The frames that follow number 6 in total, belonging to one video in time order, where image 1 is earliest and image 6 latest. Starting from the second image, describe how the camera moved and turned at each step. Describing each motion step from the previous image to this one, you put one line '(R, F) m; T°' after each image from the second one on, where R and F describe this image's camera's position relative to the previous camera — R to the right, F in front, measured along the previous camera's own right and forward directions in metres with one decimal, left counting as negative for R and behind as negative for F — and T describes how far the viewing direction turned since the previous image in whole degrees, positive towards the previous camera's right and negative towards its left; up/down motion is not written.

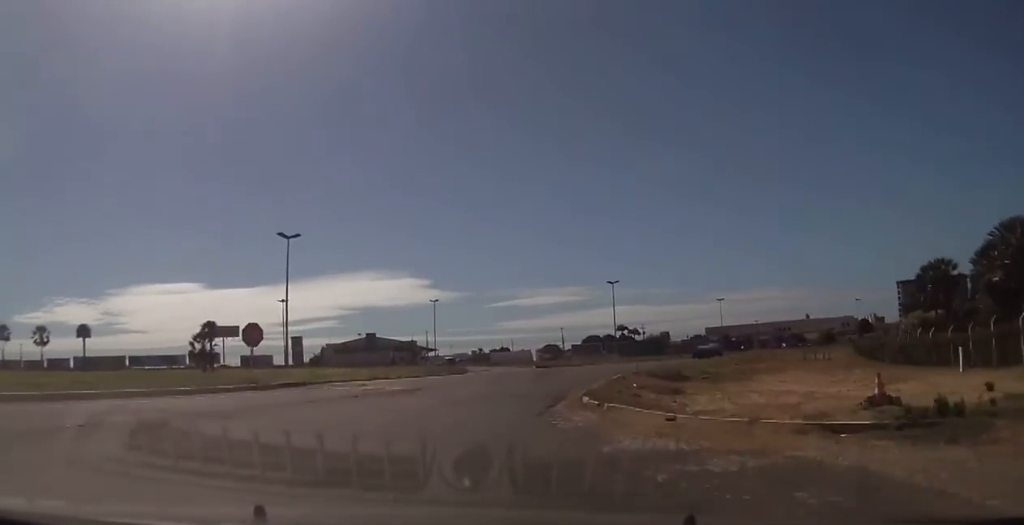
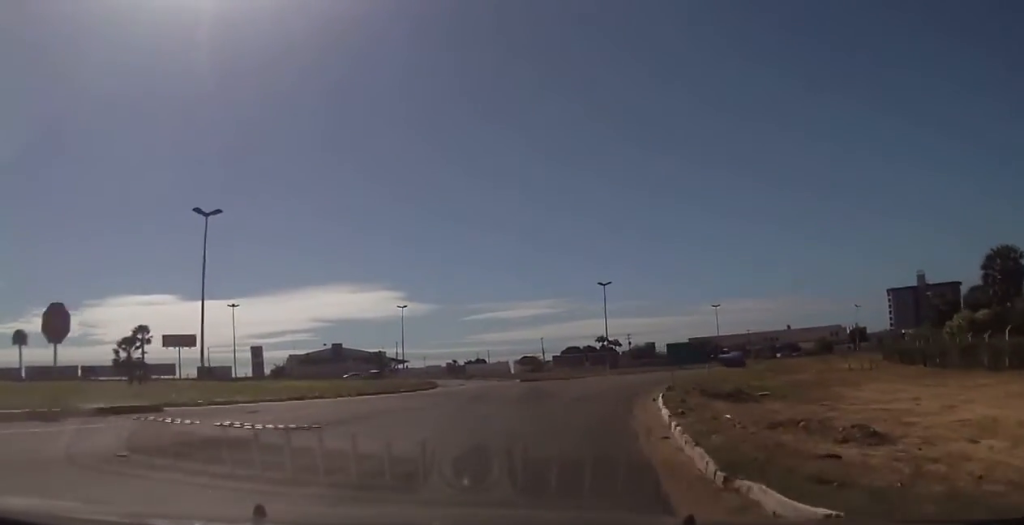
(+0.1, +11.6) m; +1°
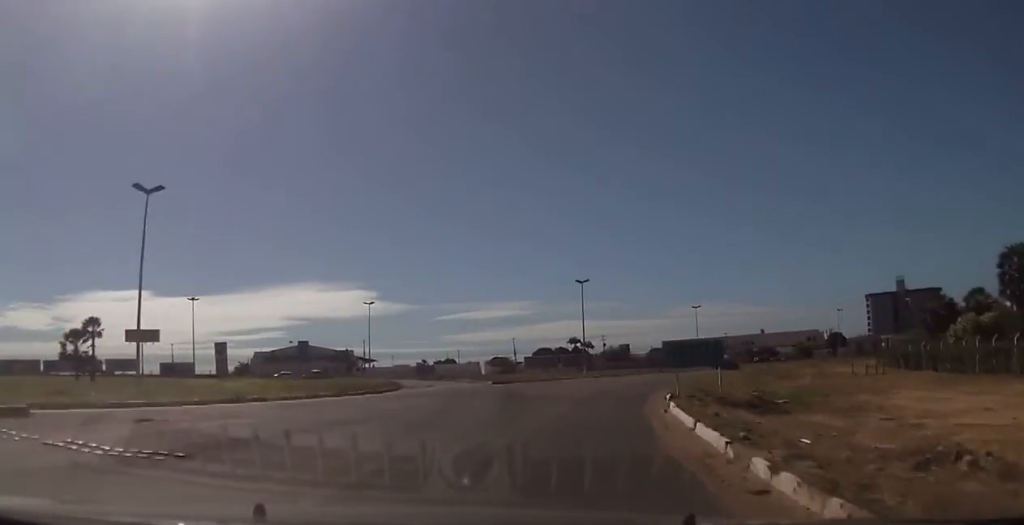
(0.0, +4.8) m; +1°
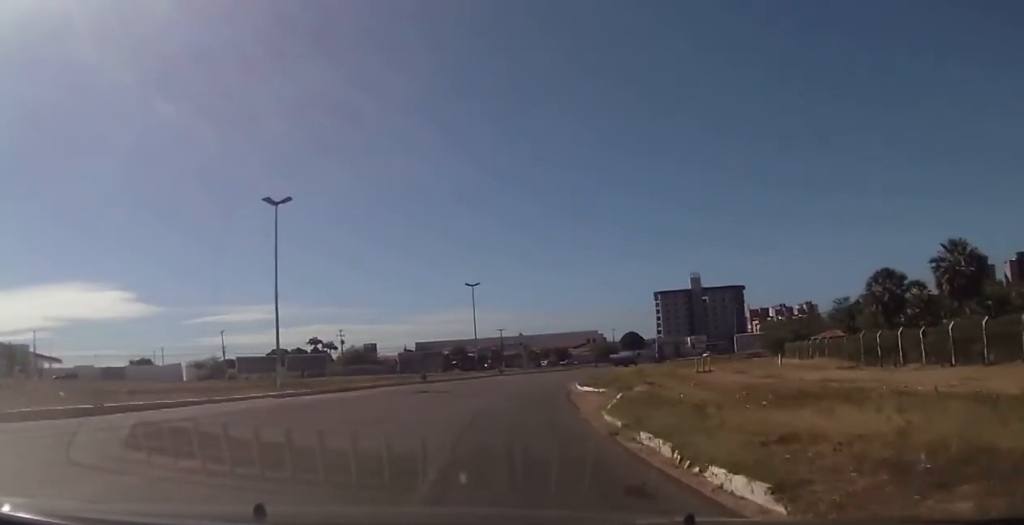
(+8.8, +42.8) m; +21°
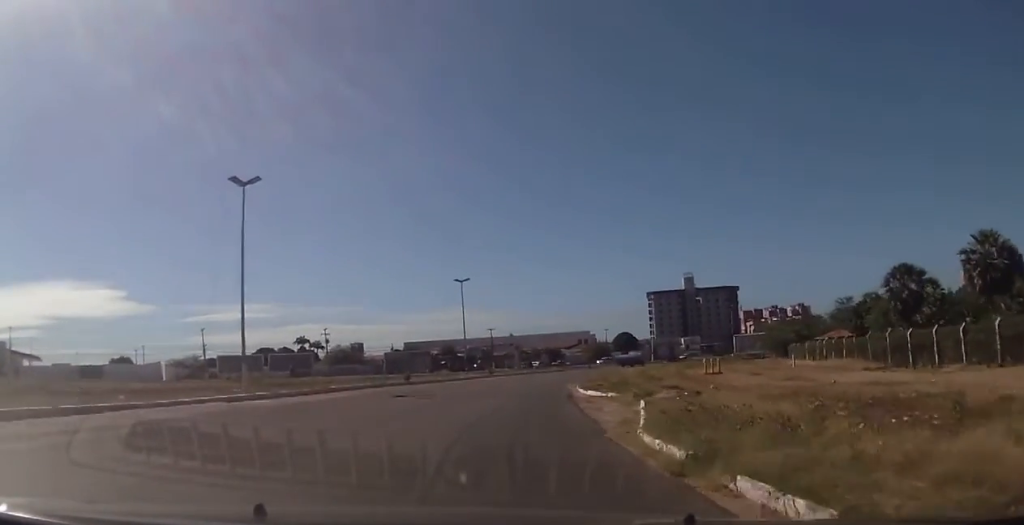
(0.0, +4.9) m; +2°
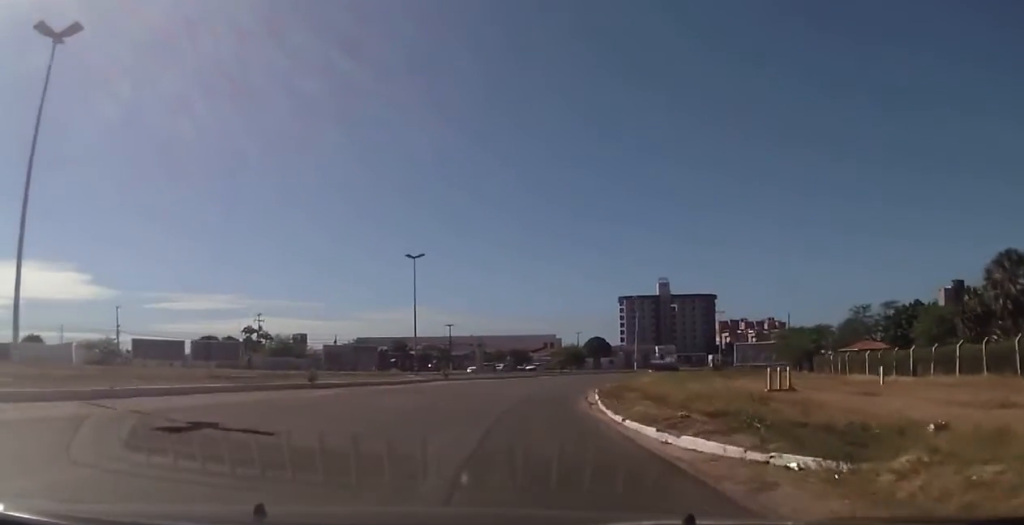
(+1.0, +19.0) m; +4°
